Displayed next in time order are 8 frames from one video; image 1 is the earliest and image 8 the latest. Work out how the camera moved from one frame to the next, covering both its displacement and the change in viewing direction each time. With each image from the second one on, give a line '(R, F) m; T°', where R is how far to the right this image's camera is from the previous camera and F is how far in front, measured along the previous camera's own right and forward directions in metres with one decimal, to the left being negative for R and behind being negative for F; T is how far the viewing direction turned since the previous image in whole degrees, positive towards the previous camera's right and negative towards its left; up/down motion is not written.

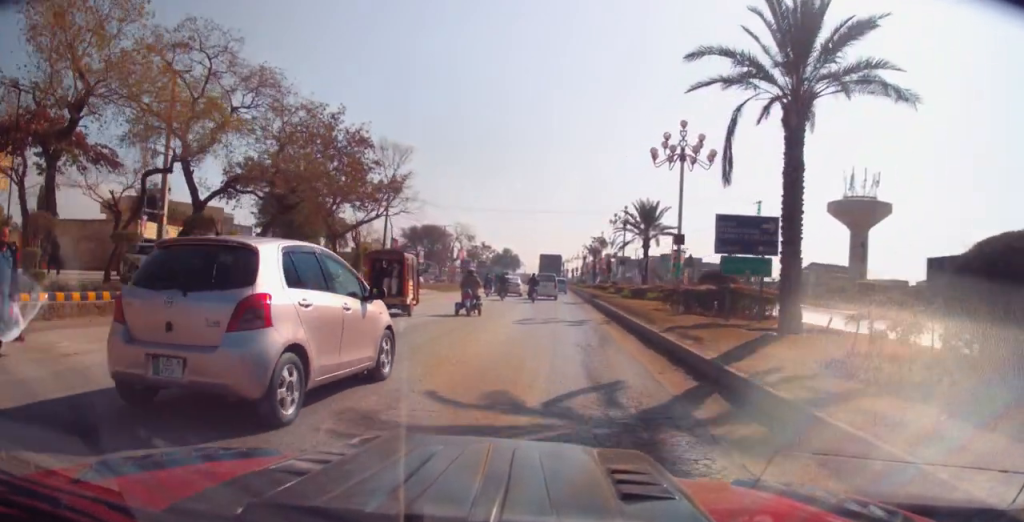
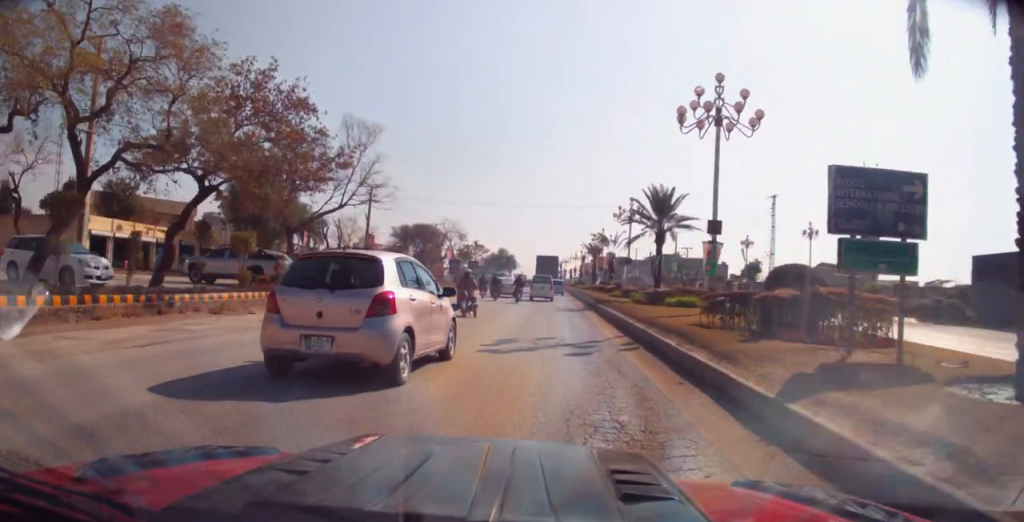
(-0.1, +6.6) m; 0°
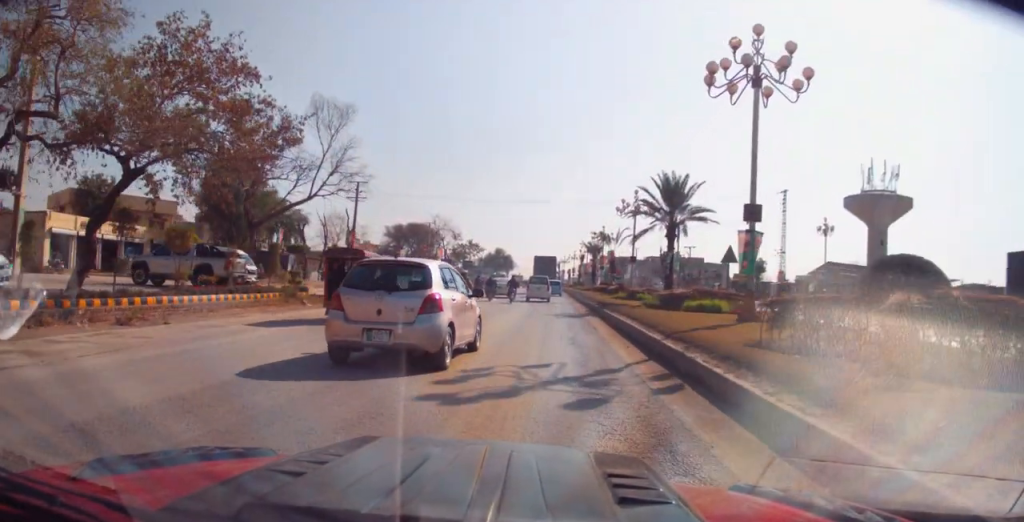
(-0.1, +4.5) m; +2°
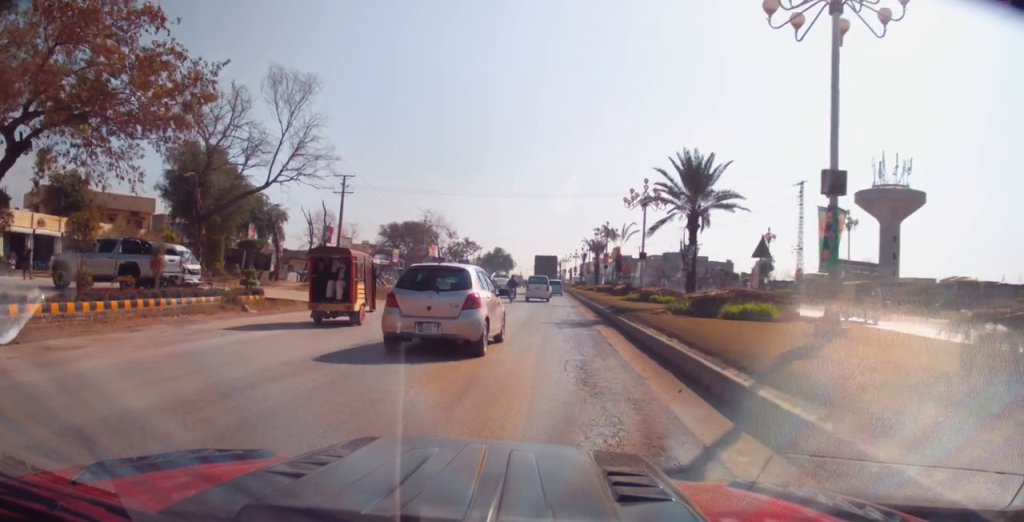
(+0.1, +4.8) m; 0°
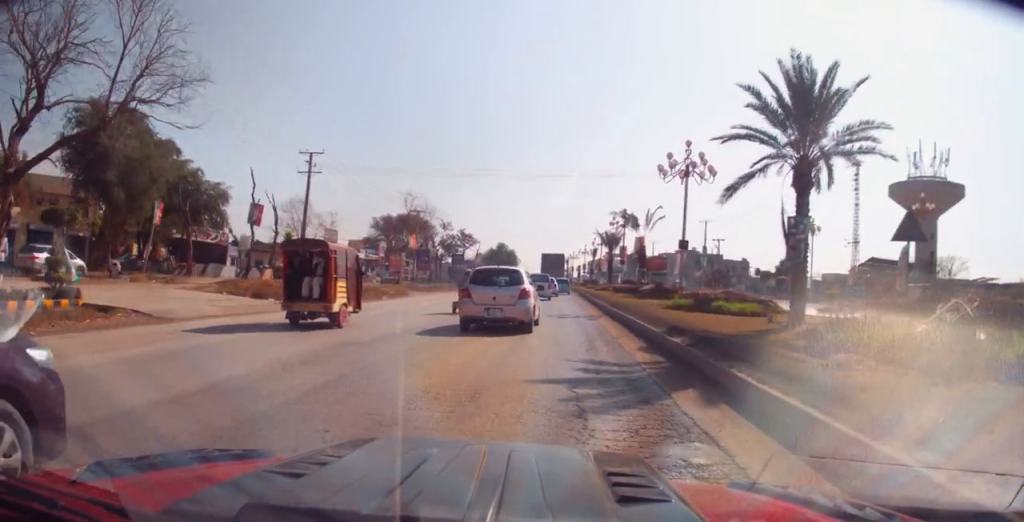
(-0.3, +11.5) m; -4°
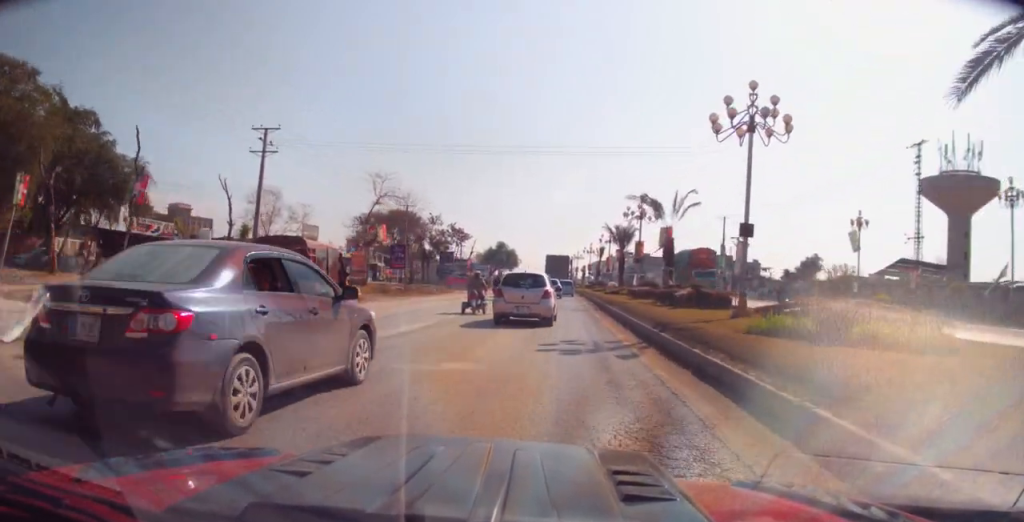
(0.0, +10.0) m; +1°
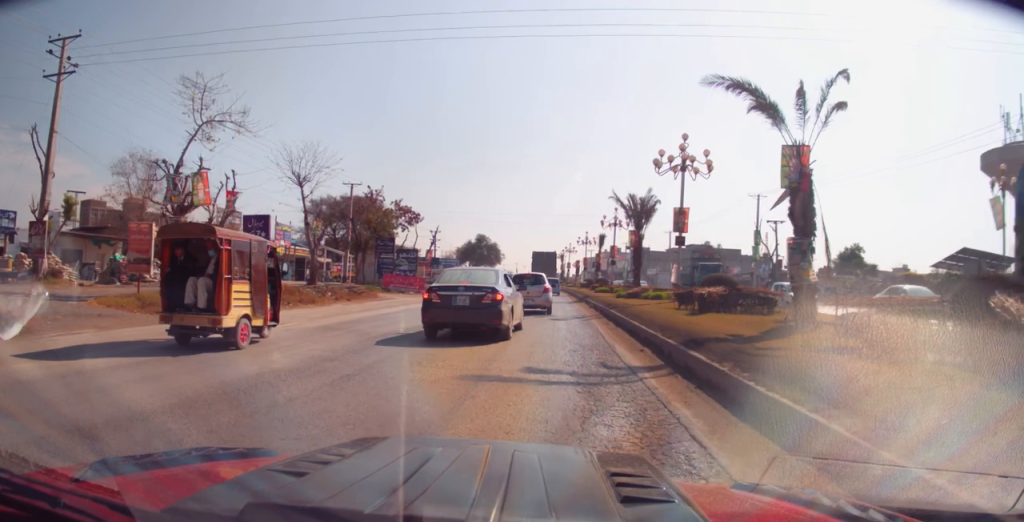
(+0.3, +20.9) m; +2°
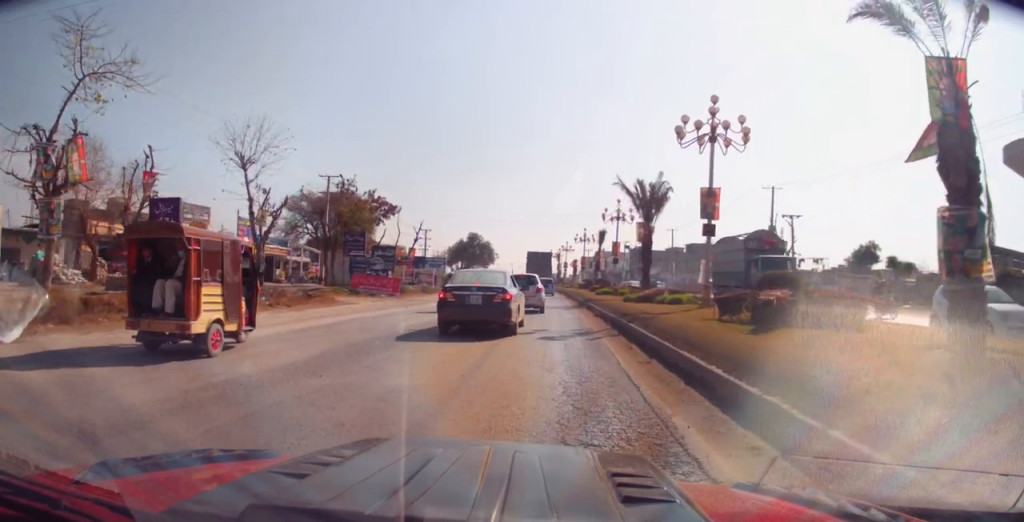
(0.0, +6.6) m; +1°
